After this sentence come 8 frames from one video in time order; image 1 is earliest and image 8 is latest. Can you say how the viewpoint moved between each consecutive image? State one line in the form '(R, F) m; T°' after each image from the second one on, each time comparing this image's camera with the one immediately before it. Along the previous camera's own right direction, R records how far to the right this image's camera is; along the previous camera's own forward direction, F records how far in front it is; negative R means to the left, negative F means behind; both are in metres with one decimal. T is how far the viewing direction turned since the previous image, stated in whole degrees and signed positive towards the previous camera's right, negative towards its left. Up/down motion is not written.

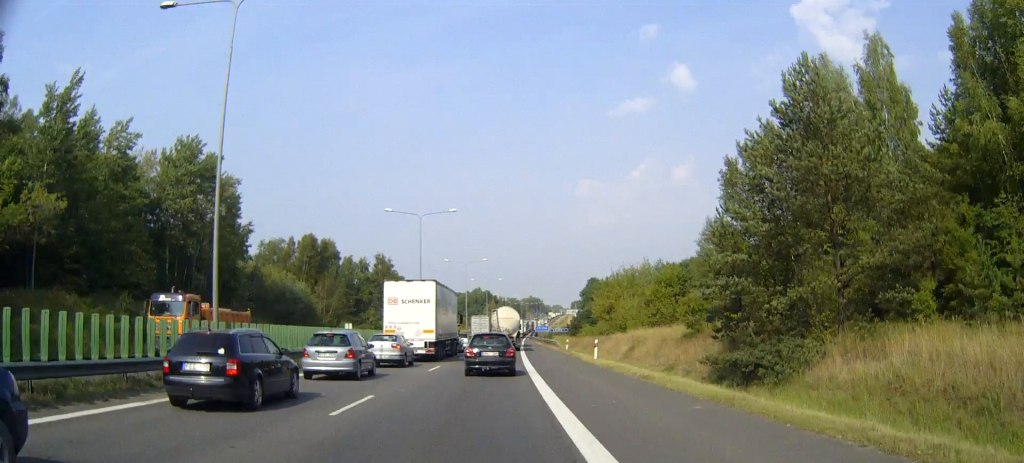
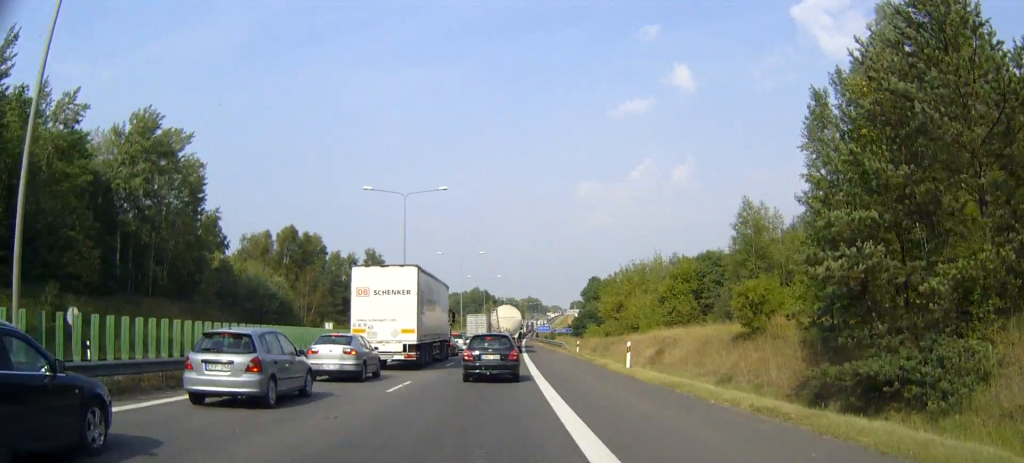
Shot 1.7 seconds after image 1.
(+0.1, +9.8) m; 0°
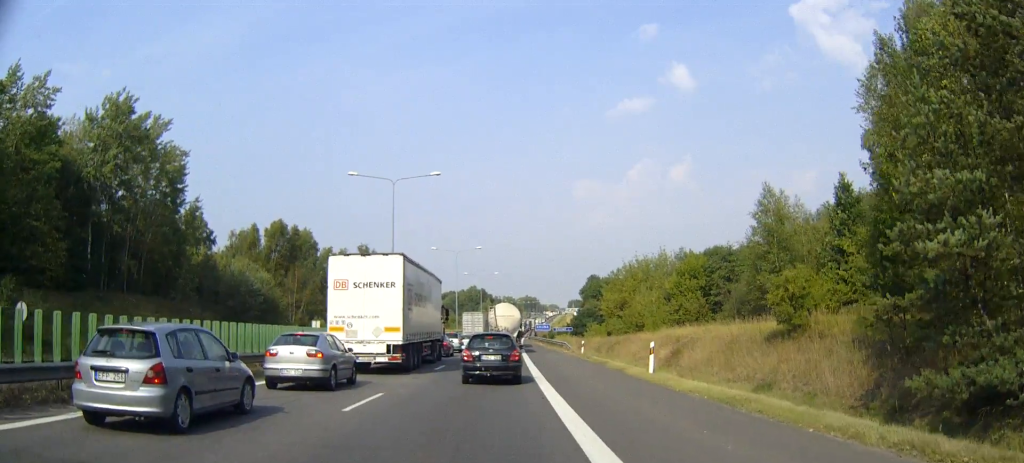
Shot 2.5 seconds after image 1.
(-0.1, +4.5) m; 0°
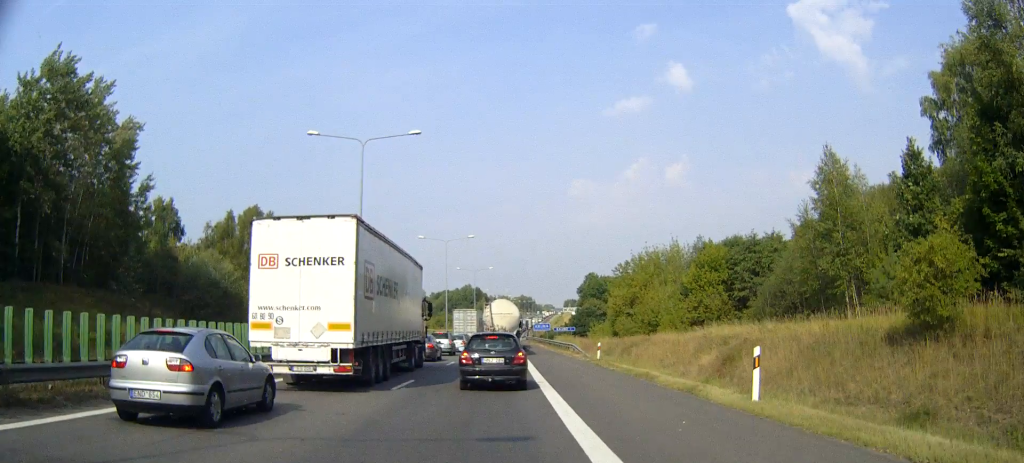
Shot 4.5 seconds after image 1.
(+0.2, +9.9) m; +1°
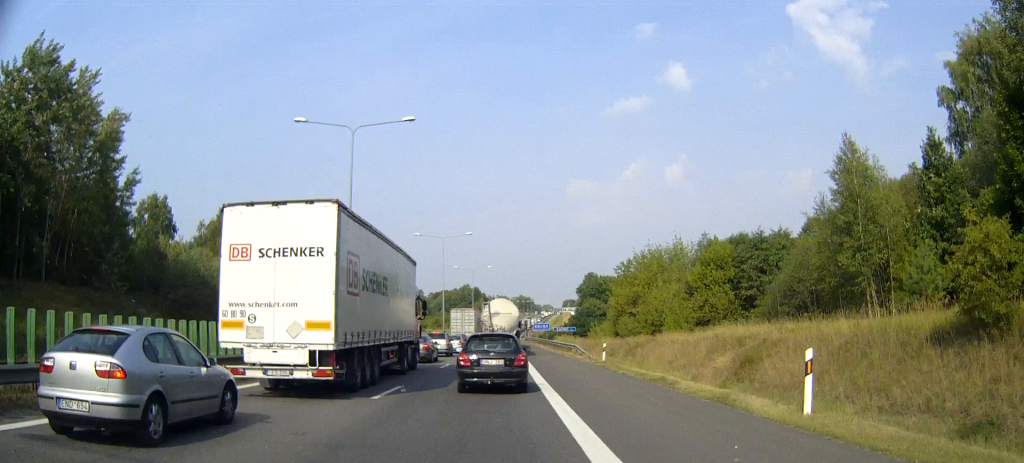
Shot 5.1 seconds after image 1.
(0.0, +2.4) m; 0°
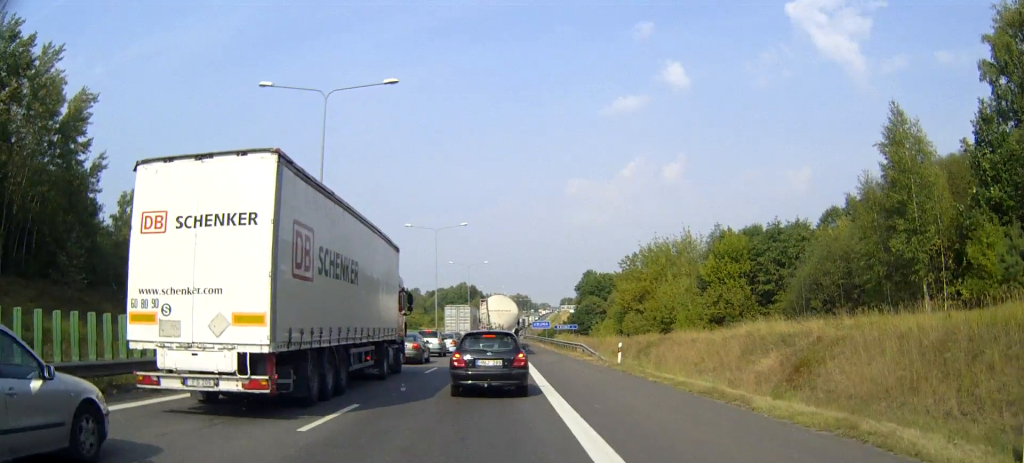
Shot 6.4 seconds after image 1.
(0.0, +5.5) m; -1°
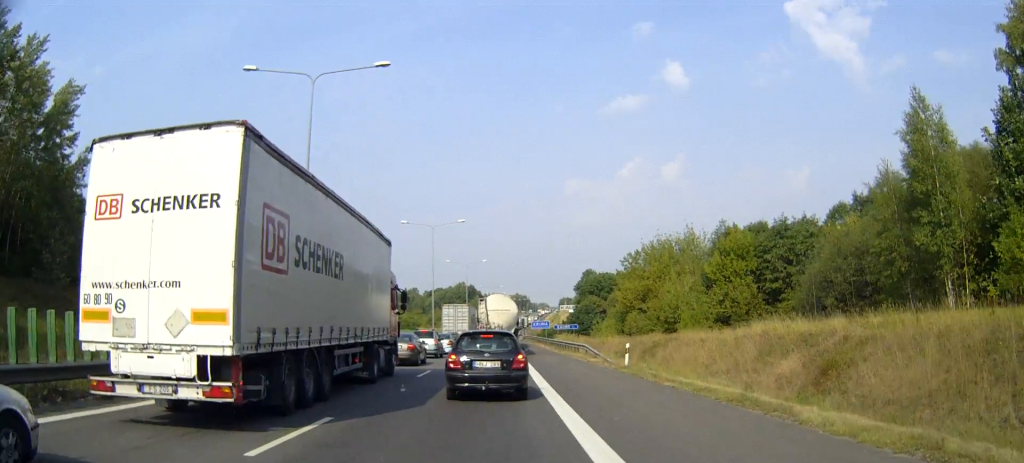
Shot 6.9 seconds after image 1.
(0.0, +1.9) m; -1°
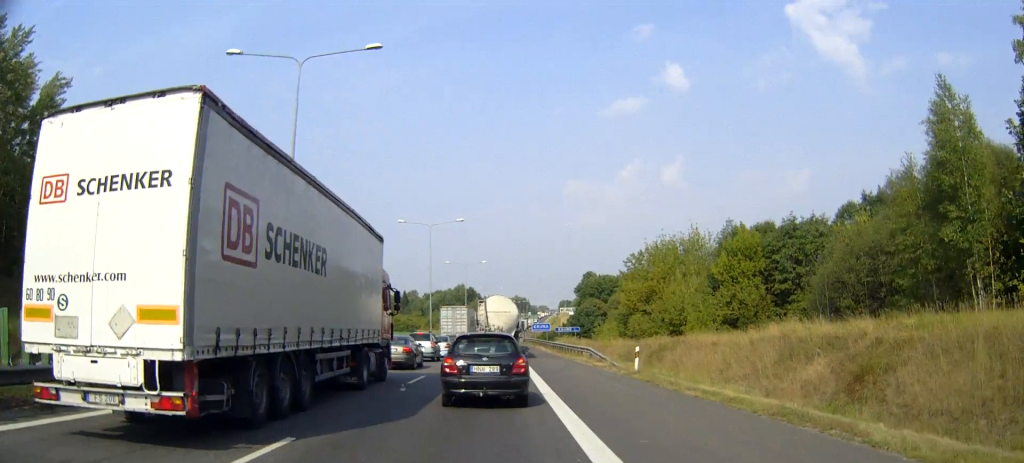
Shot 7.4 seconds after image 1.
(0.0, +2.1) m; -1°
